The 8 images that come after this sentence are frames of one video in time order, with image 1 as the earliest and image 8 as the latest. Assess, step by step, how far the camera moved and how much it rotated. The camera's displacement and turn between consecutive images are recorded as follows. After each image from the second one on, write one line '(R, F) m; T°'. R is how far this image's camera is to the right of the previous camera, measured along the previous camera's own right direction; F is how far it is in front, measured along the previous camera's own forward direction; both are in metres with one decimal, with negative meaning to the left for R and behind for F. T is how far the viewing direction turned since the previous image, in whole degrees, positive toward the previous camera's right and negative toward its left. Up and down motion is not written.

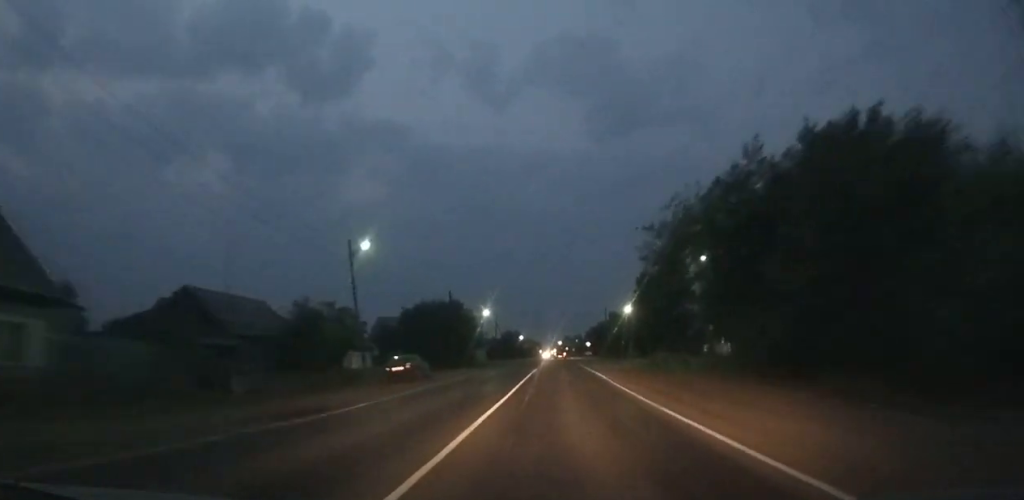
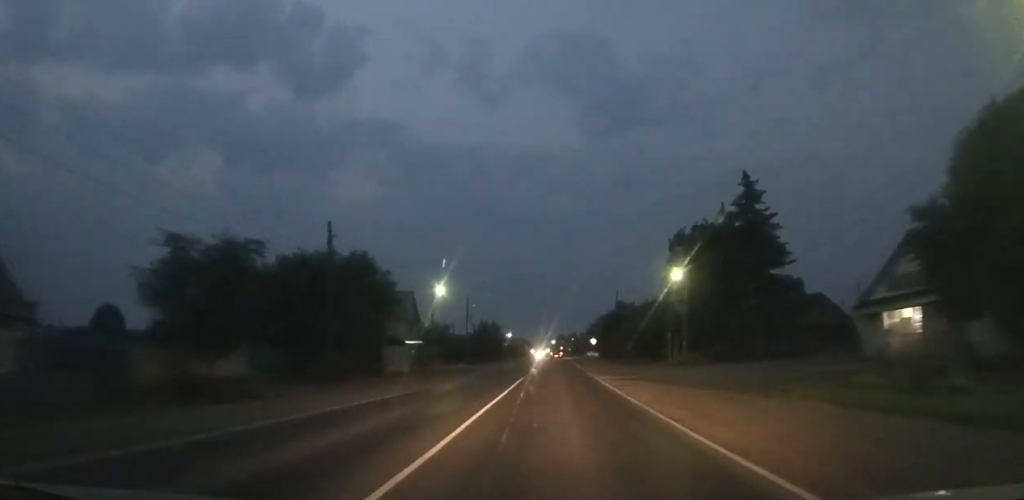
(+0.2, +38.7) m; +1°
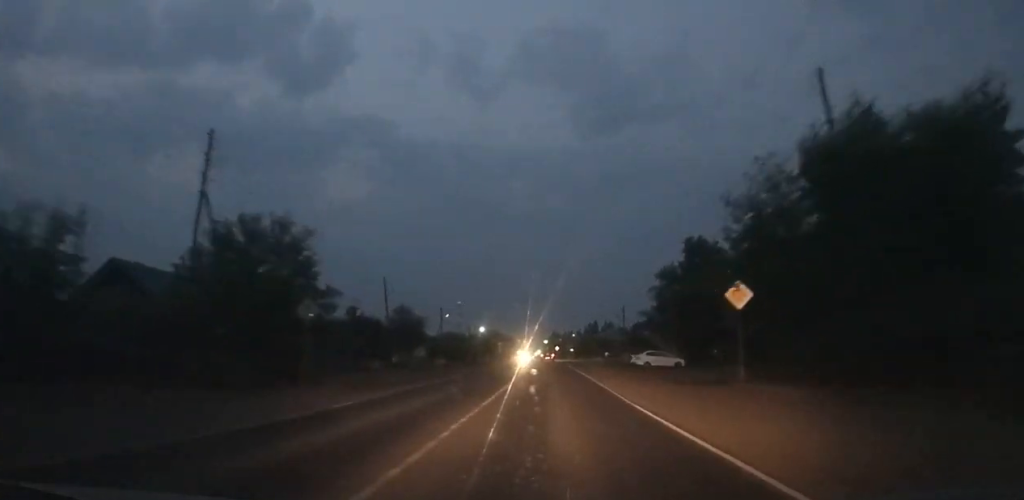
(+0.4, +79.2) m; 0°
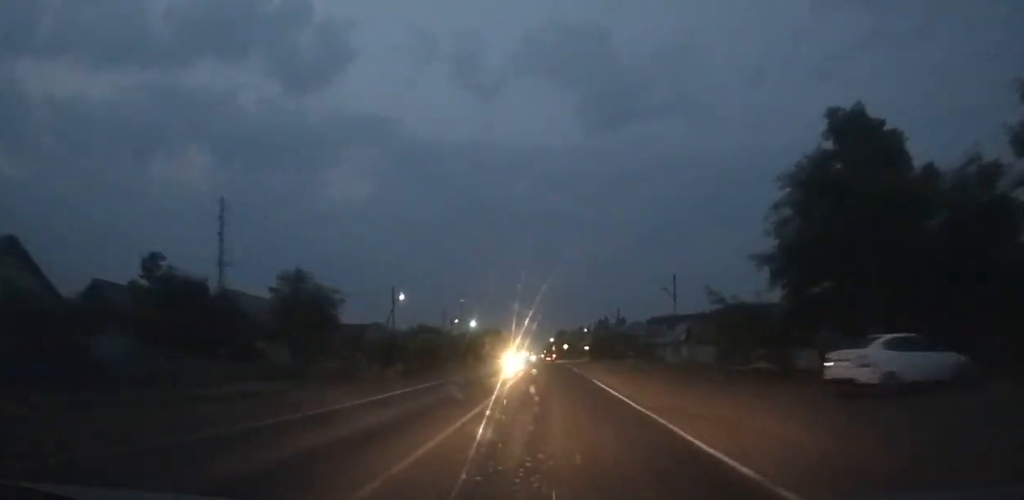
(-0.3, +32.3) m; -1°
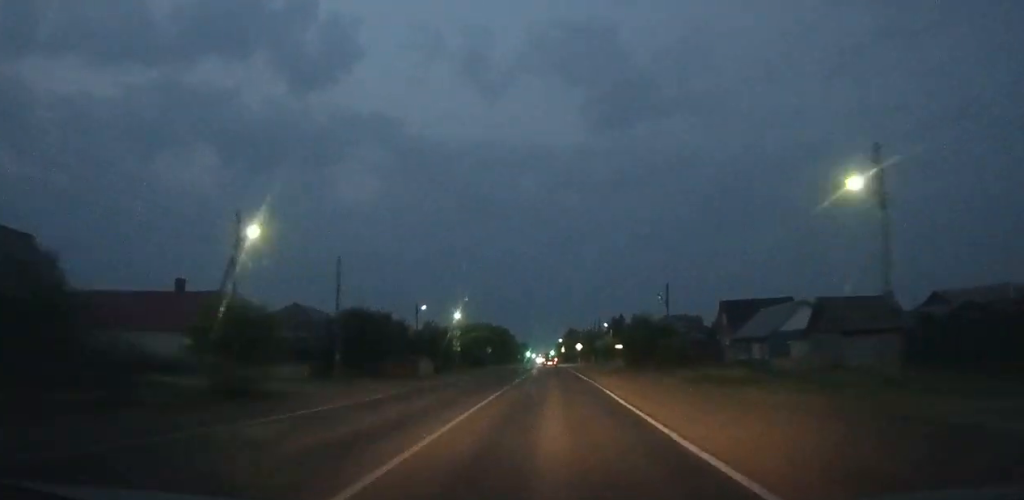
(-0.2, +34.1) m; 0°
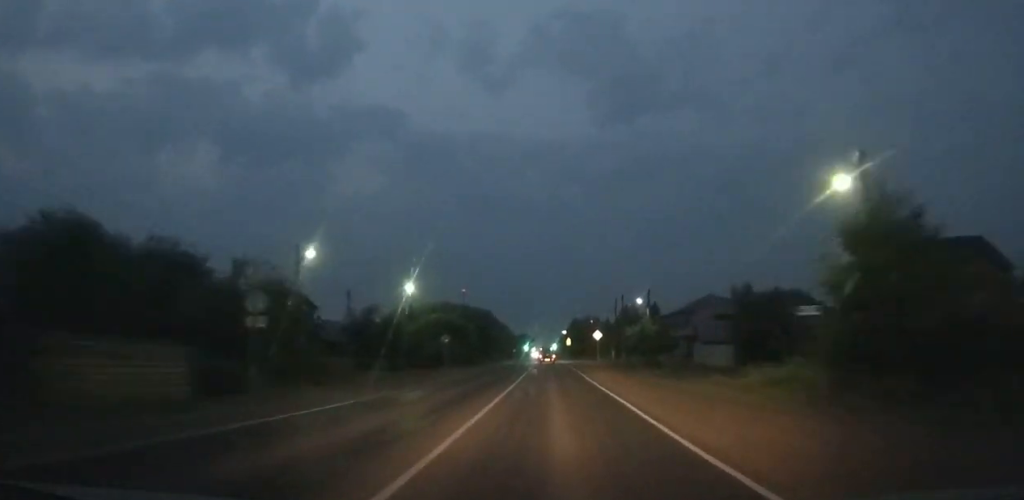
(-0.1, +38.0) m; 0°
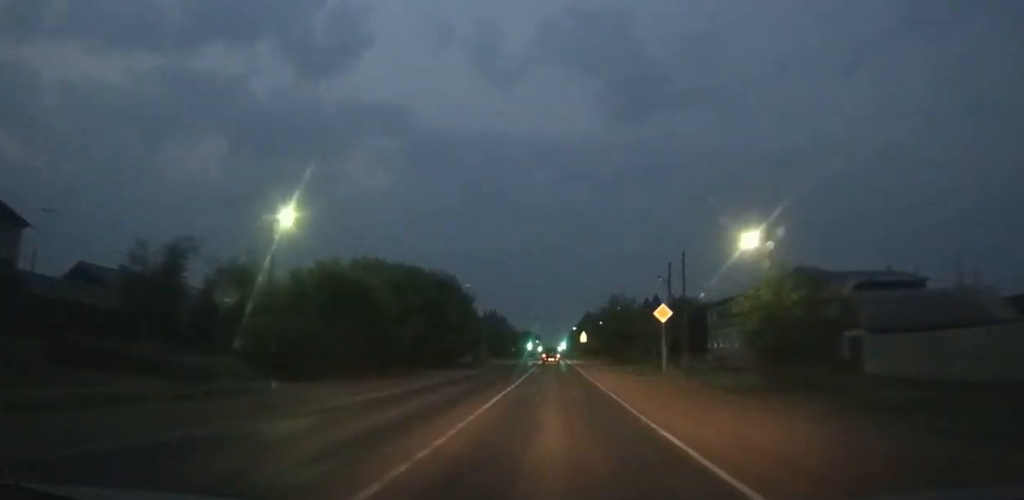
(+0.1, +36.3) m; 0°
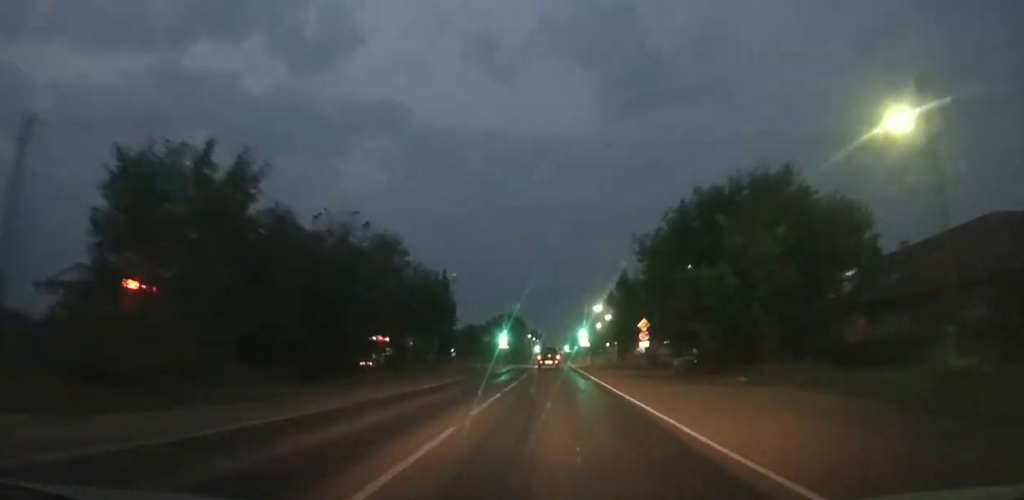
(-1.1, +104.8) m; -1°
